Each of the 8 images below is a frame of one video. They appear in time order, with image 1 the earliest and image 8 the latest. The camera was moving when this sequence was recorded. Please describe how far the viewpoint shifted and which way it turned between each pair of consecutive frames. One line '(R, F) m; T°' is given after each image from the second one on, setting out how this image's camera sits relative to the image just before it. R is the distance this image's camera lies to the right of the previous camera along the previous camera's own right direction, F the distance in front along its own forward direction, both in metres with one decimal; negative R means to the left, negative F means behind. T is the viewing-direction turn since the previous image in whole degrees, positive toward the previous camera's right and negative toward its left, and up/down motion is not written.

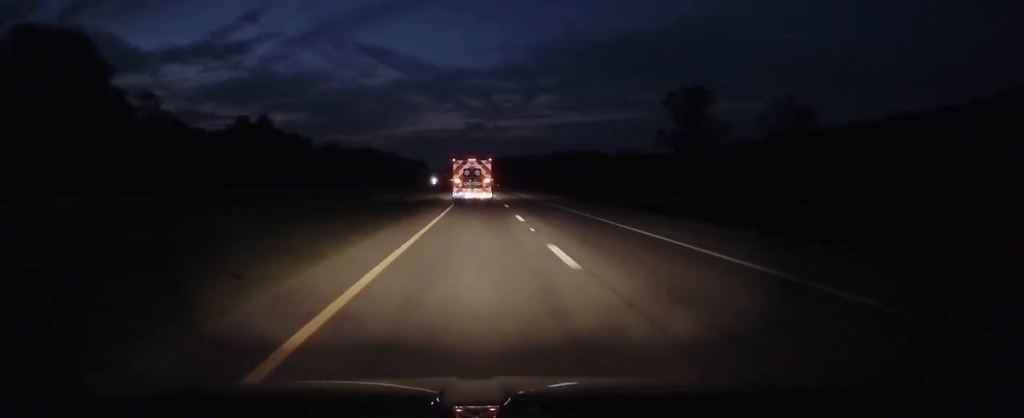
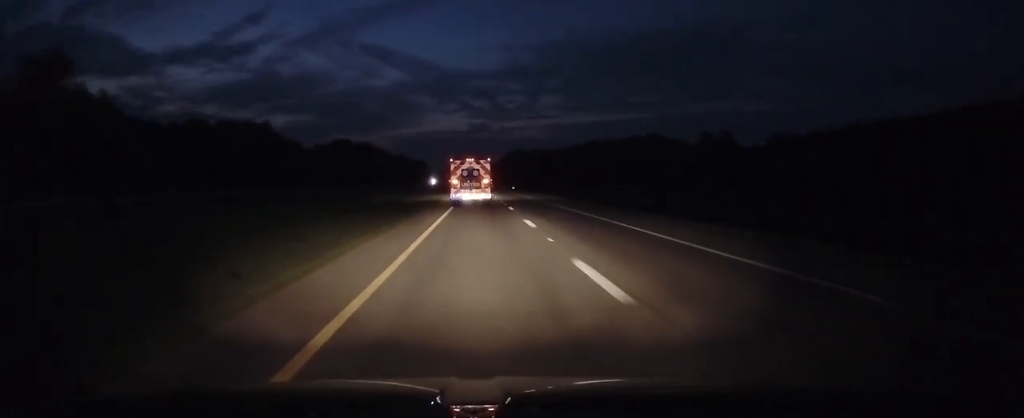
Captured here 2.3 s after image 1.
(-0.6, +75.2) m; -1°
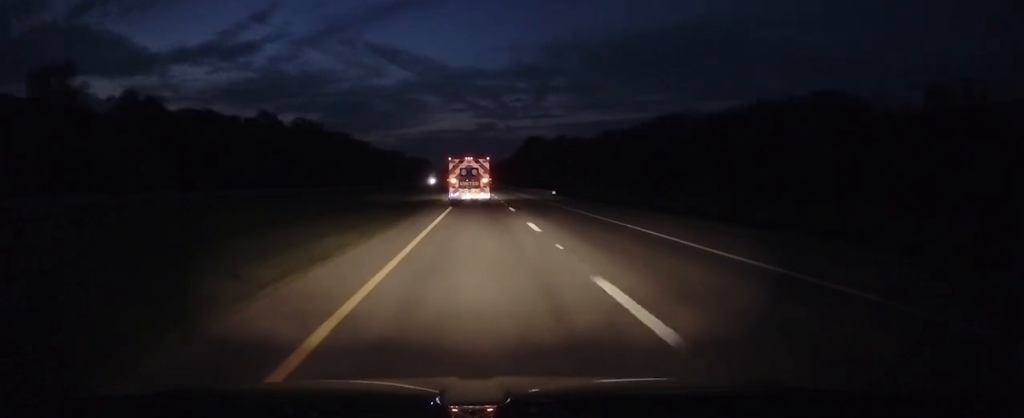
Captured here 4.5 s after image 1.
(-0.7, +74.8) m; 0°
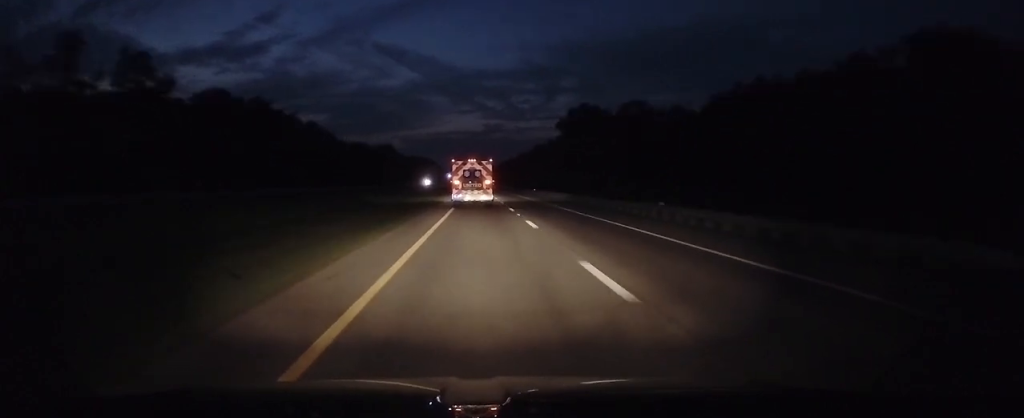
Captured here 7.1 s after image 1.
(-0.9, +83.4) m; 0°
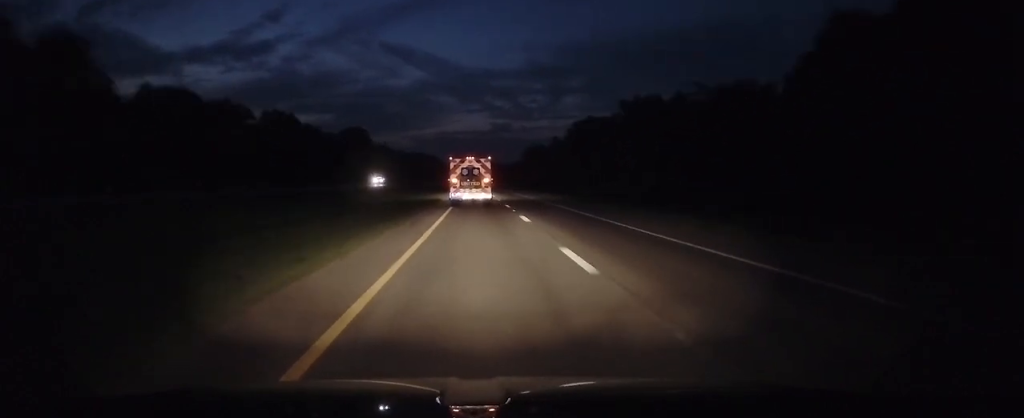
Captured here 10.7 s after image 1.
(+0.8, +117.8) m; -1°
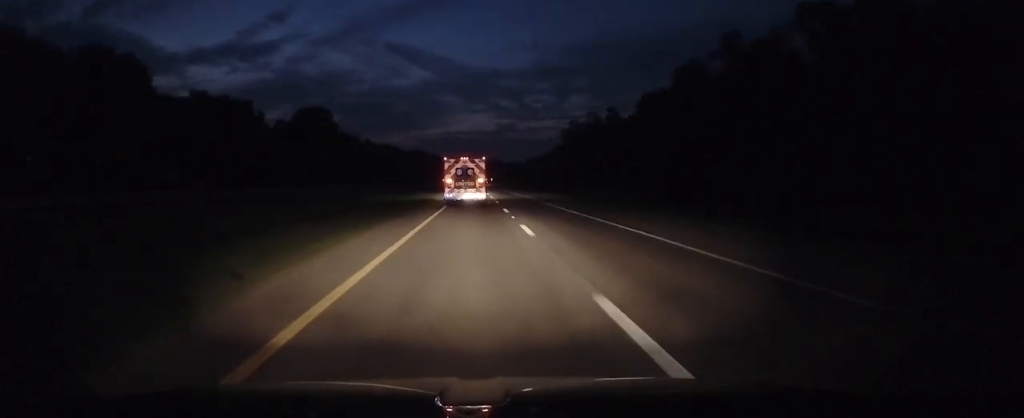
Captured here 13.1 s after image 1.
(-1.3, +77.9) m; -1°
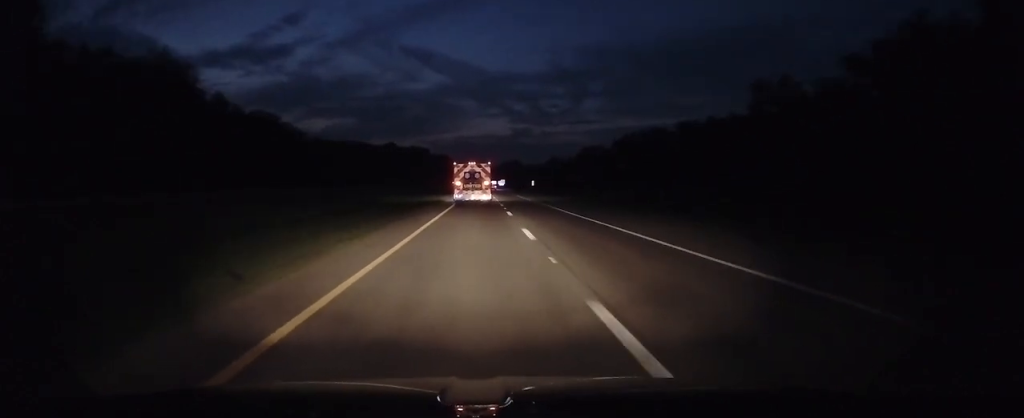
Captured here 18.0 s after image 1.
(-4.1, +158.7) m; -1°
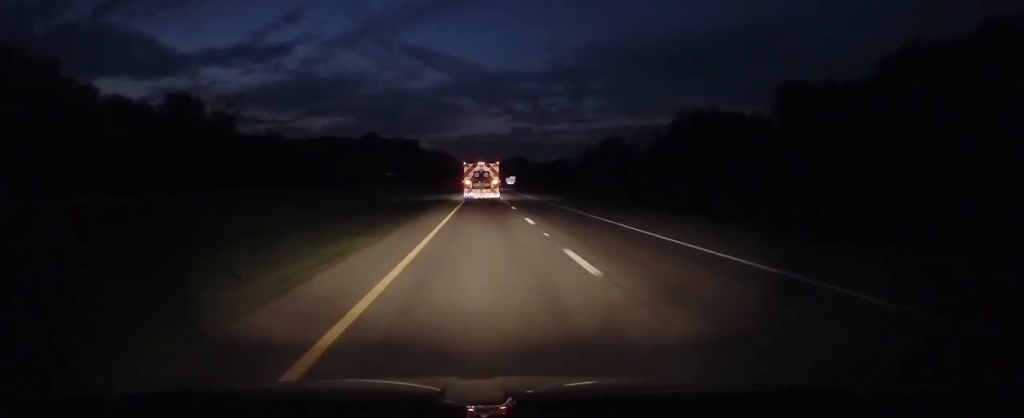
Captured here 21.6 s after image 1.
(+0.7, +115.1) m; 0°
